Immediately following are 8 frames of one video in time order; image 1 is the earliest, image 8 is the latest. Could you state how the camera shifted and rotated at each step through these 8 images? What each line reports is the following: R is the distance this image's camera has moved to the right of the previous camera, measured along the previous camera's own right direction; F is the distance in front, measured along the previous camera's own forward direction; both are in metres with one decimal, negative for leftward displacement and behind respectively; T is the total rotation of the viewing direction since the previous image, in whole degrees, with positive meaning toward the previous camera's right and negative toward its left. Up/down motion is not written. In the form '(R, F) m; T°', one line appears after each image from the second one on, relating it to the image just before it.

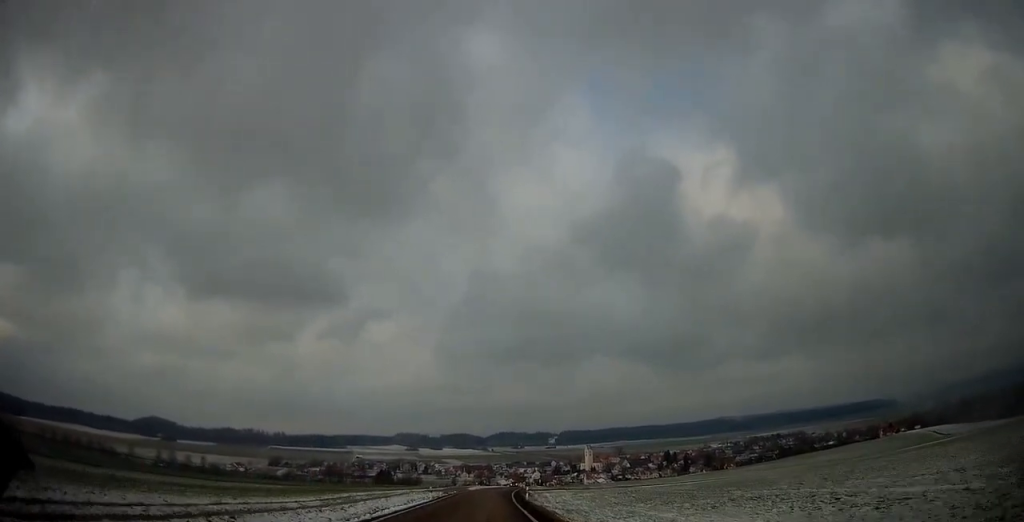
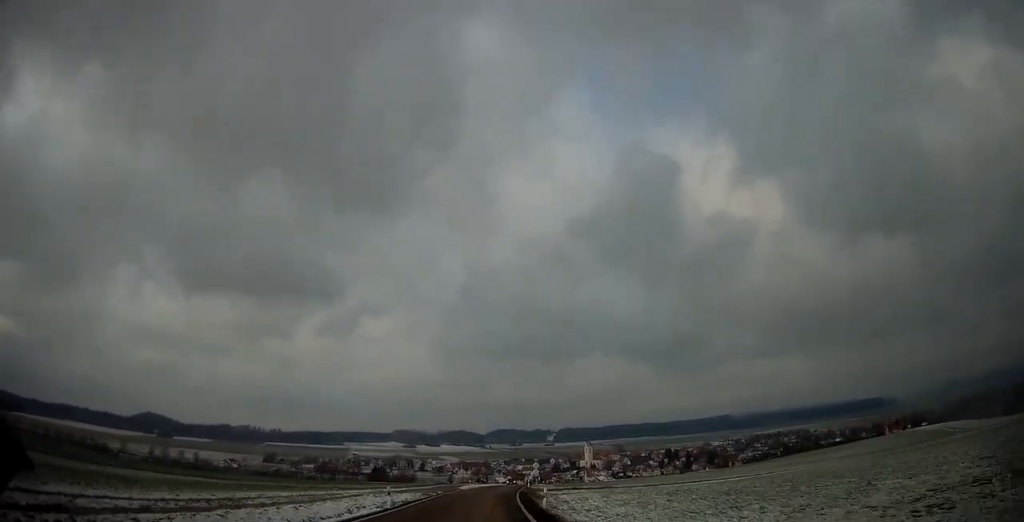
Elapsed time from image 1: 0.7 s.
(0.0, +16.0) m; 0°
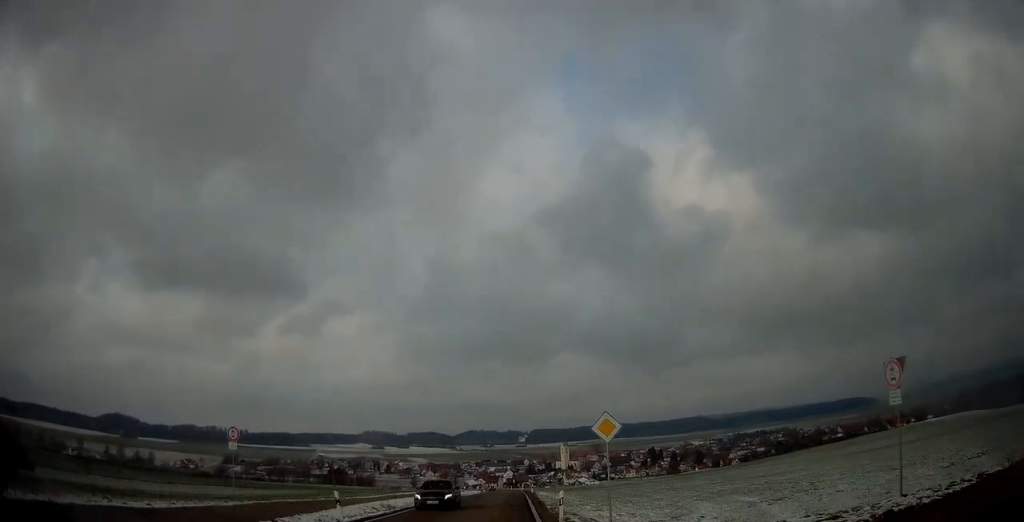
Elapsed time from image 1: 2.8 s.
(+1.2, +51.1) m; +3°
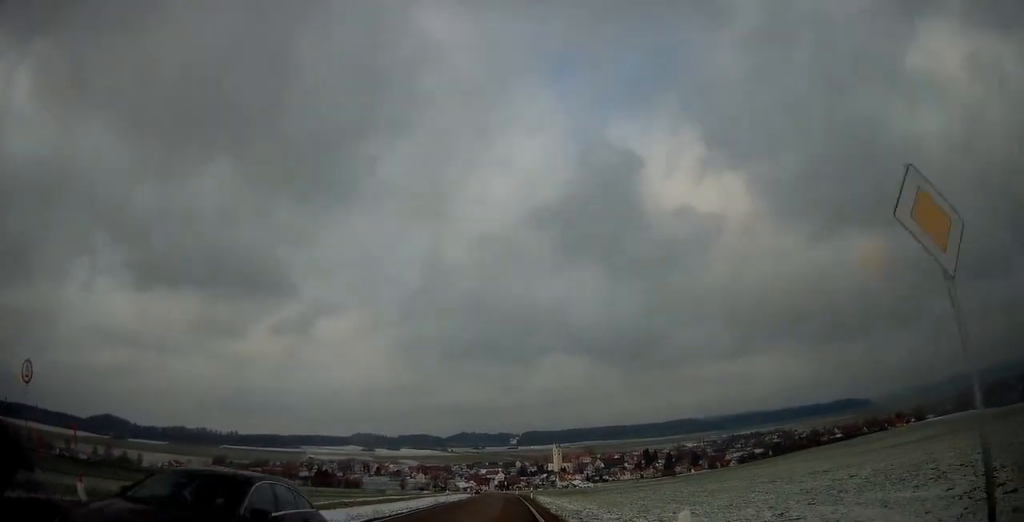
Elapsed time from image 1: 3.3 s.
(+0.2, +12.1) m; +1°
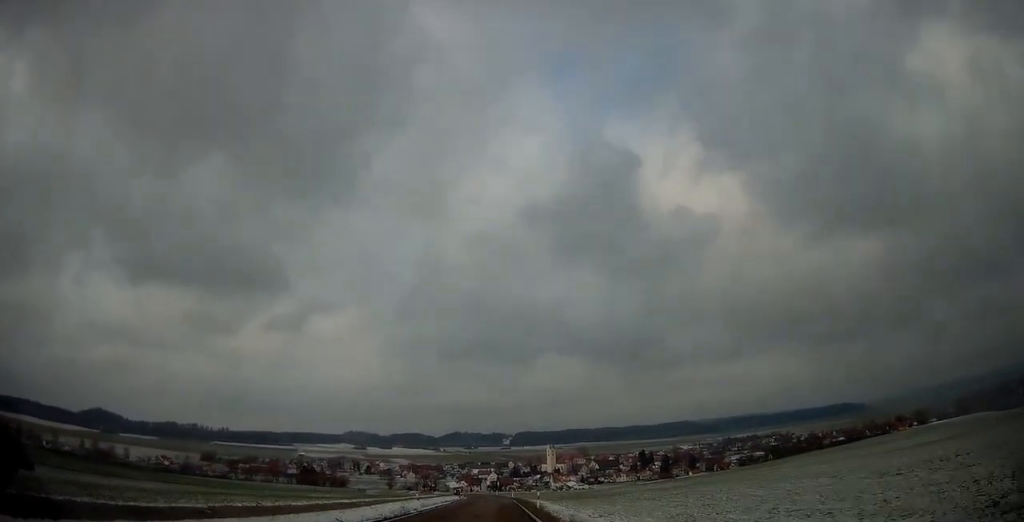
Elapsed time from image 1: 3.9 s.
(+0.1, +15.4) m; 0°
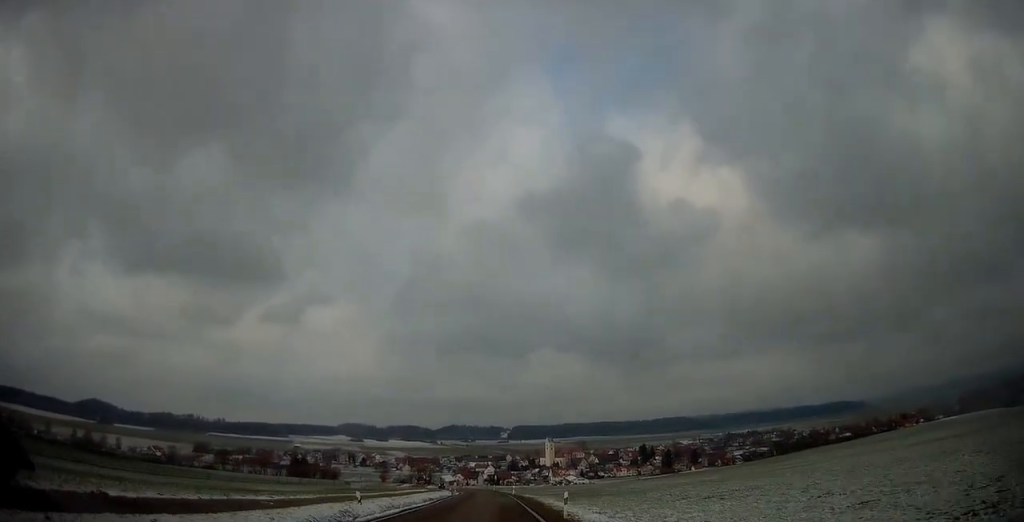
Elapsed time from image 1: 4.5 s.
(0.0, +14.7) m; 0°
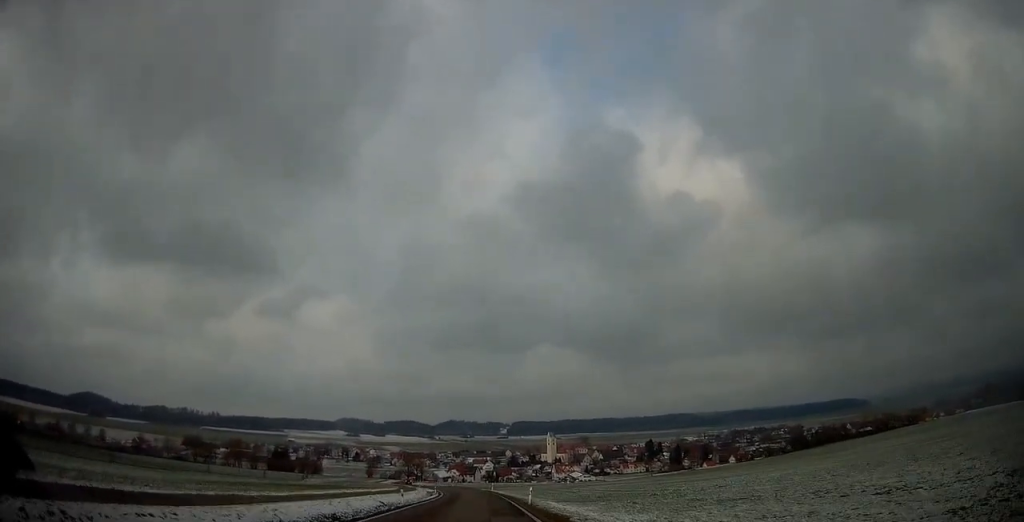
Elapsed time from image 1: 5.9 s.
(-0.3, +33.3) m; -1°
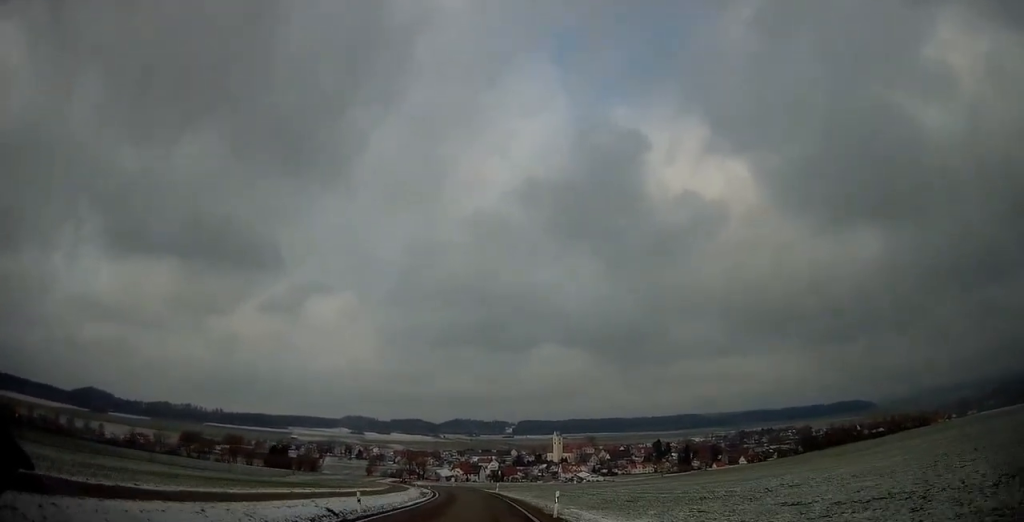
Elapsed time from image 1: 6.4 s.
(-0.1, +11.4) m; -1°
